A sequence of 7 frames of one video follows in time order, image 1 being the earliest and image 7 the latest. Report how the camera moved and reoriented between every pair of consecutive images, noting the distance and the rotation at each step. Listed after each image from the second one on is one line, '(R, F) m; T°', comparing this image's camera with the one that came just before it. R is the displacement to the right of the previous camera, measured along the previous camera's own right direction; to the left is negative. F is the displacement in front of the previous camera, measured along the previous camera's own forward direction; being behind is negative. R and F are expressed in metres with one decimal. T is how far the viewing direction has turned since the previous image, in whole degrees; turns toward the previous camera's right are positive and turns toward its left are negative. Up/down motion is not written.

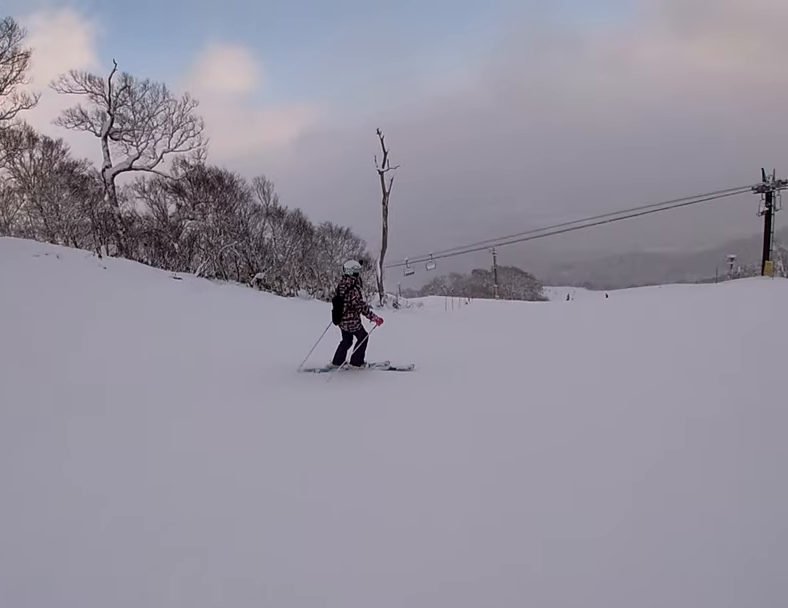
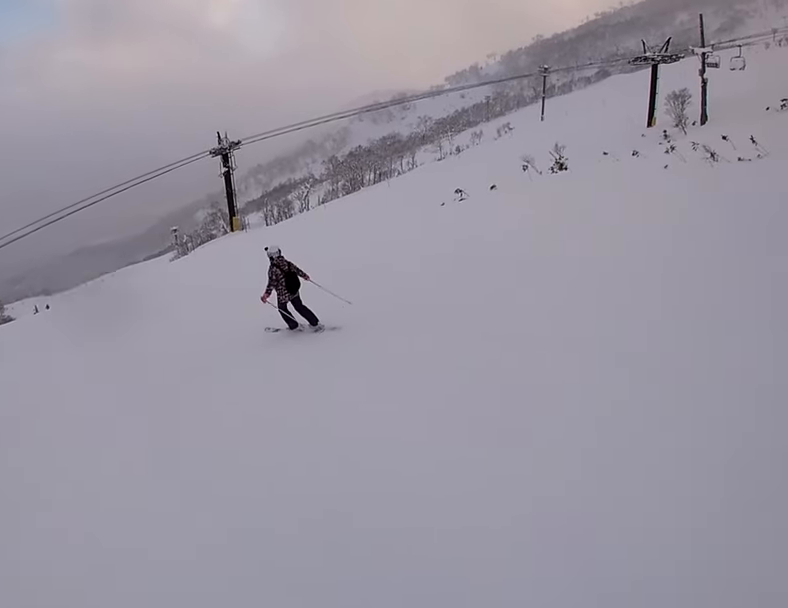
(+2.5, +7.3) m; +25°
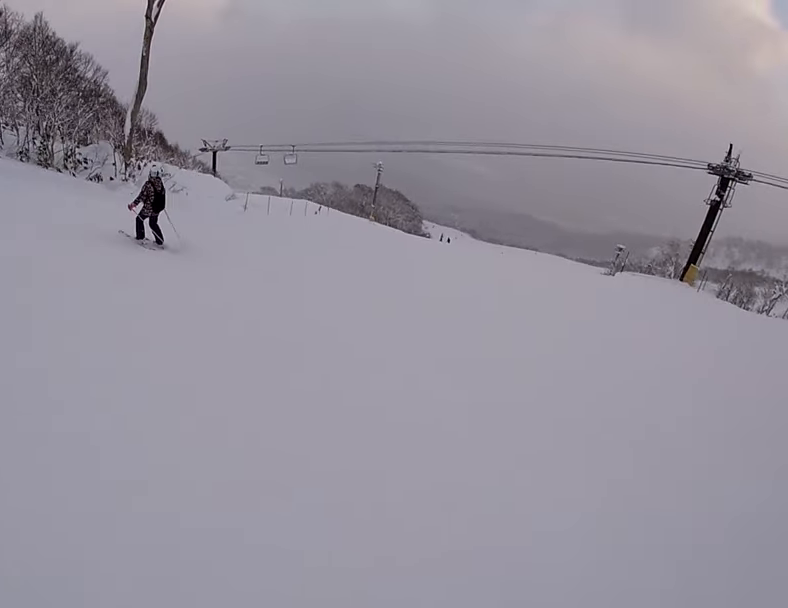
(-3.5, +8.9) m; -50°
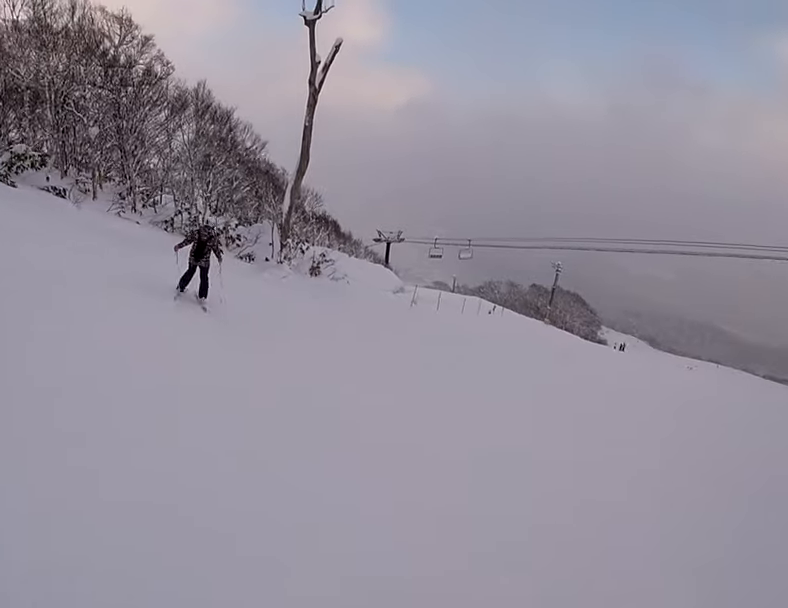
(-0.2, +3.6) m; +1°
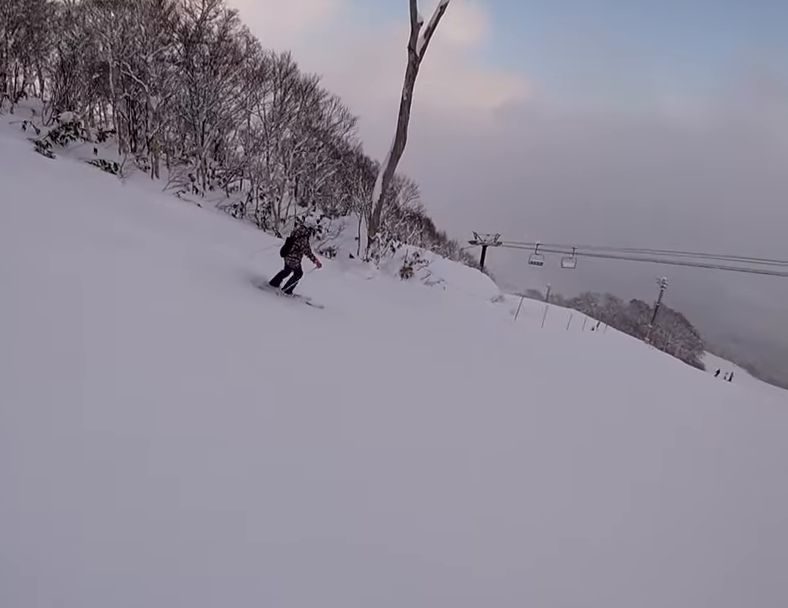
(0.0, +2.7) m; +8°
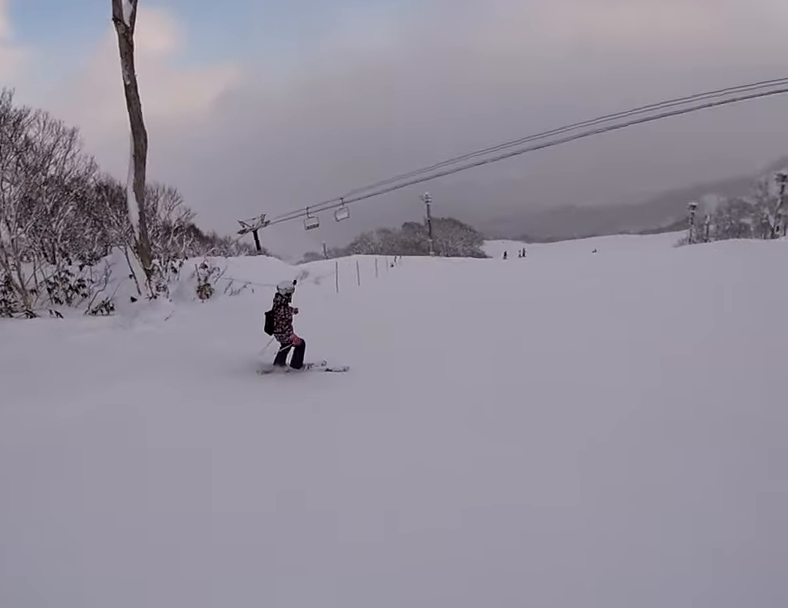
(+0.2, +3.4) m; +22°
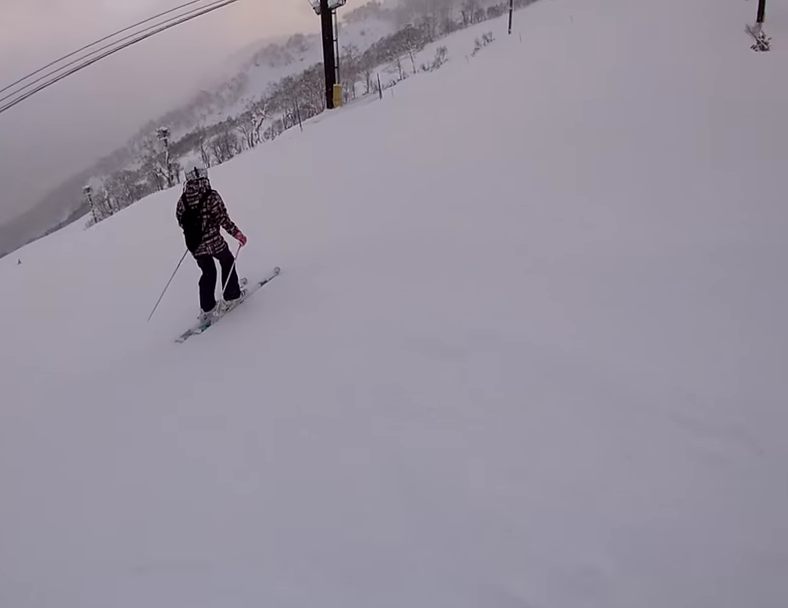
(+2.5, +4.2) m; +47°
